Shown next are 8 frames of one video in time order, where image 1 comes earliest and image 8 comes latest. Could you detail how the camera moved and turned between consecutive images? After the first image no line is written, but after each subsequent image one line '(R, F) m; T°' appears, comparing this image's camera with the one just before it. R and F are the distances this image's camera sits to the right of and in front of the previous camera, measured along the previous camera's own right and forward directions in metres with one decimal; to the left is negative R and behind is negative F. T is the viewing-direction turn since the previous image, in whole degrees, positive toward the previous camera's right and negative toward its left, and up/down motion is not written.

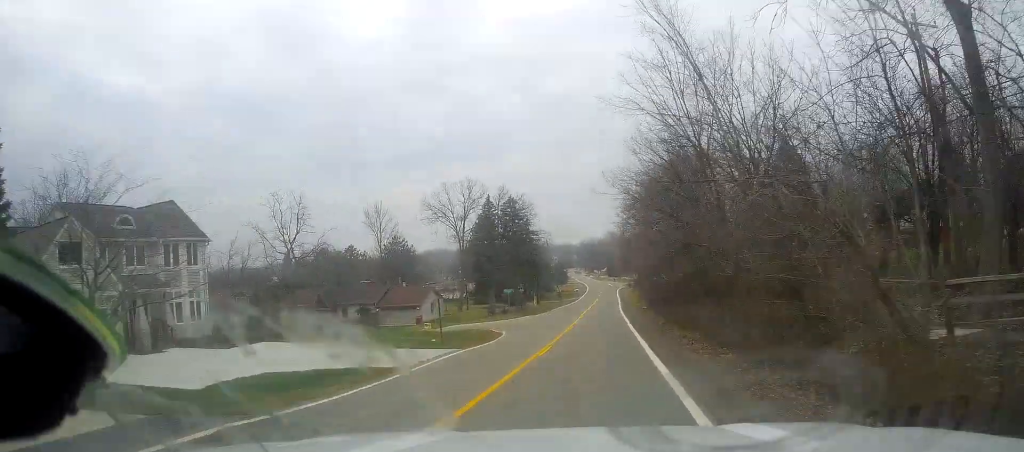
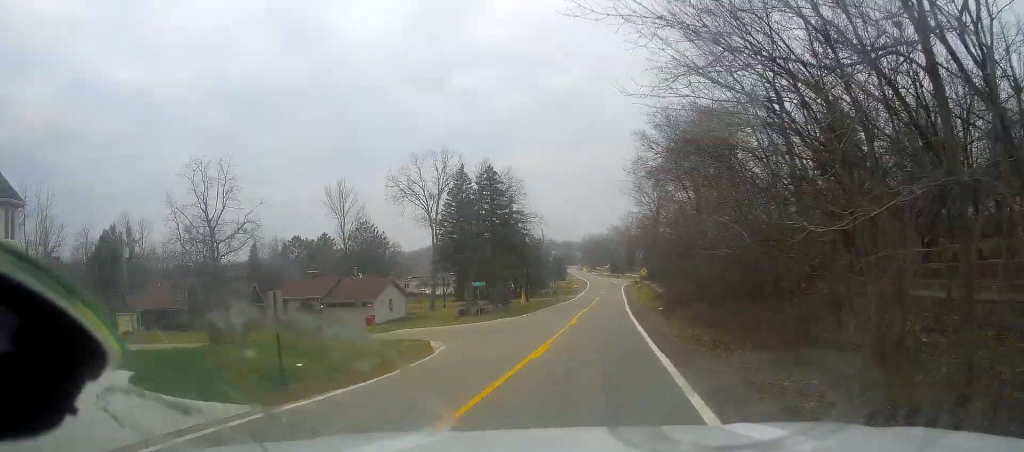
(-0.1, +15.7) m; 0°
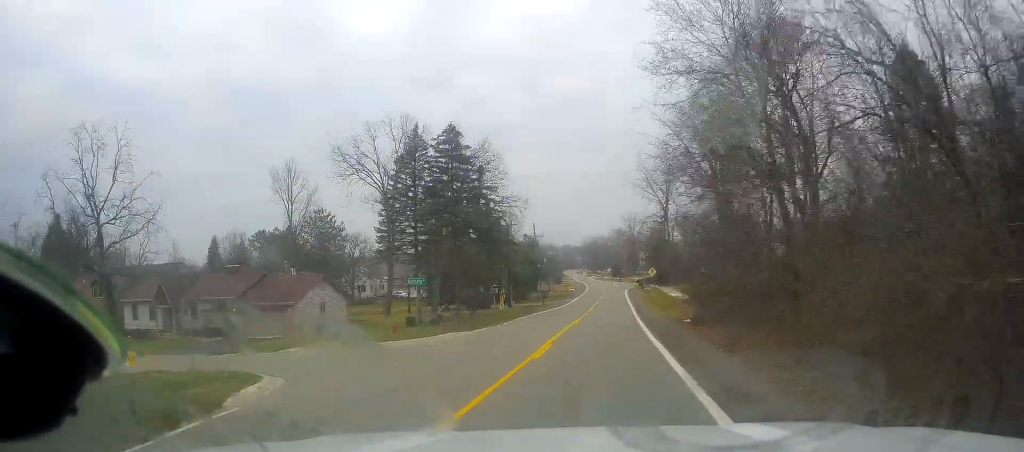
(+0.2, +15.5) m; 0°
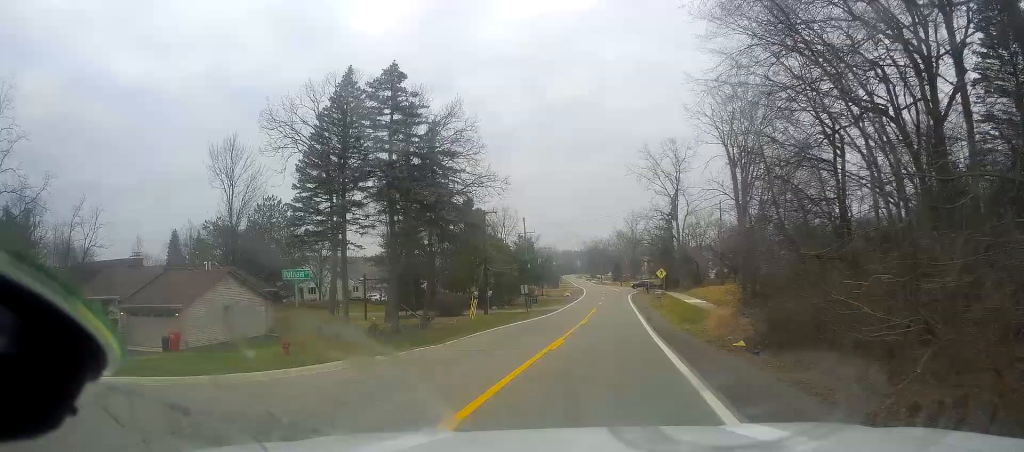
(-0.2, +12.9) m; -1°
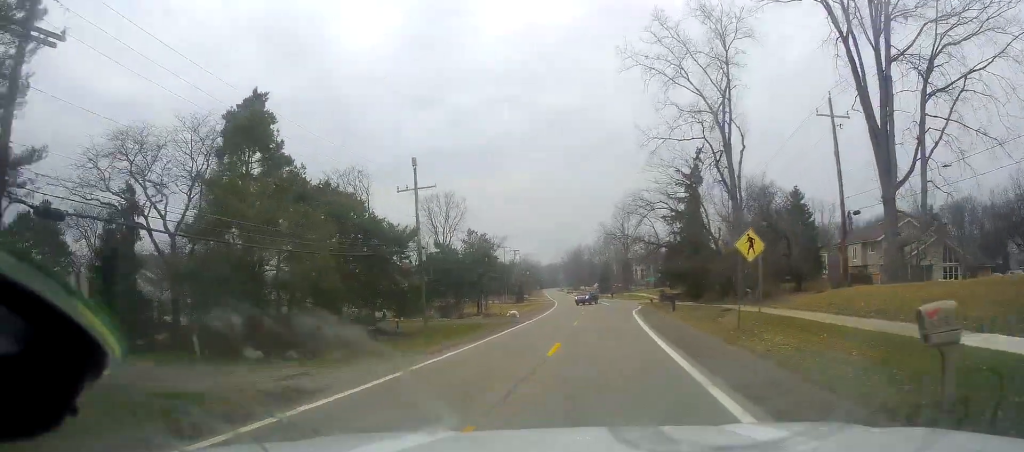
(+0.8, +45.7) m; +1°
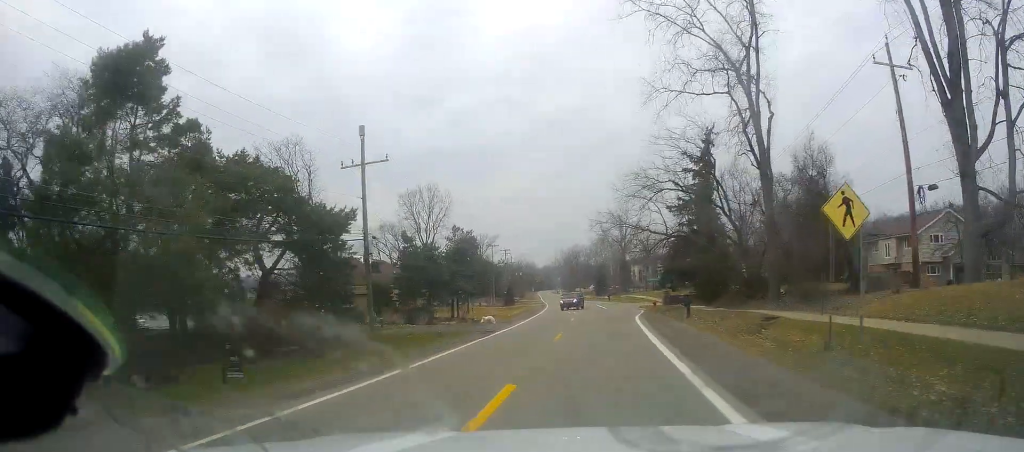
(-0.1, +9.3) m; -1°
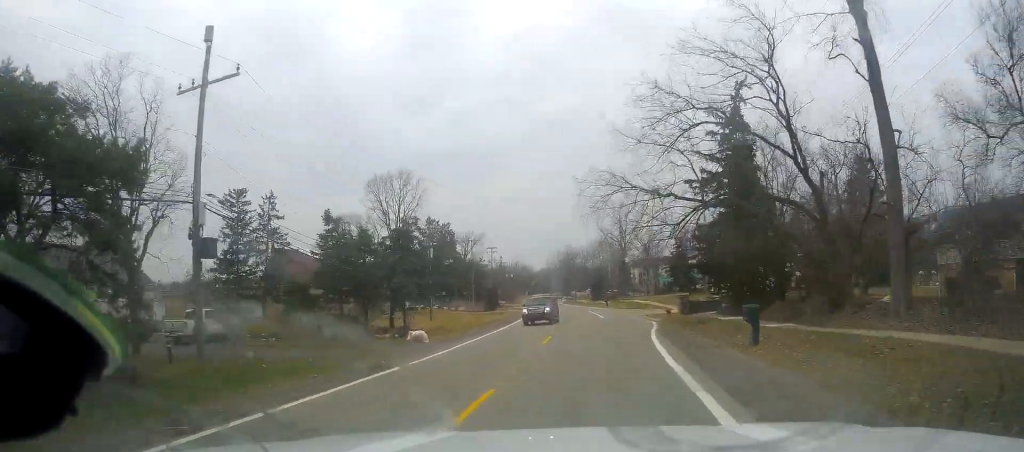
(0.0, +15.6) m; +1°
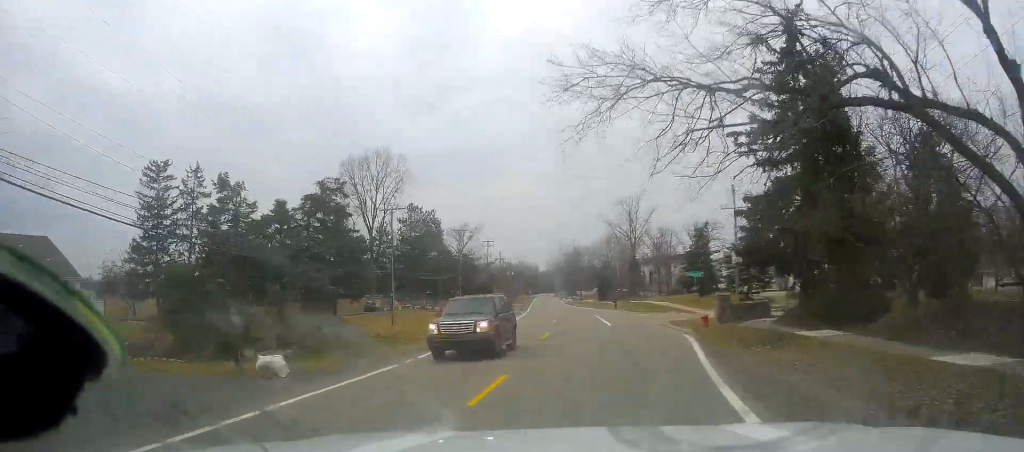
(+0.1, +13.2) m; -1°
